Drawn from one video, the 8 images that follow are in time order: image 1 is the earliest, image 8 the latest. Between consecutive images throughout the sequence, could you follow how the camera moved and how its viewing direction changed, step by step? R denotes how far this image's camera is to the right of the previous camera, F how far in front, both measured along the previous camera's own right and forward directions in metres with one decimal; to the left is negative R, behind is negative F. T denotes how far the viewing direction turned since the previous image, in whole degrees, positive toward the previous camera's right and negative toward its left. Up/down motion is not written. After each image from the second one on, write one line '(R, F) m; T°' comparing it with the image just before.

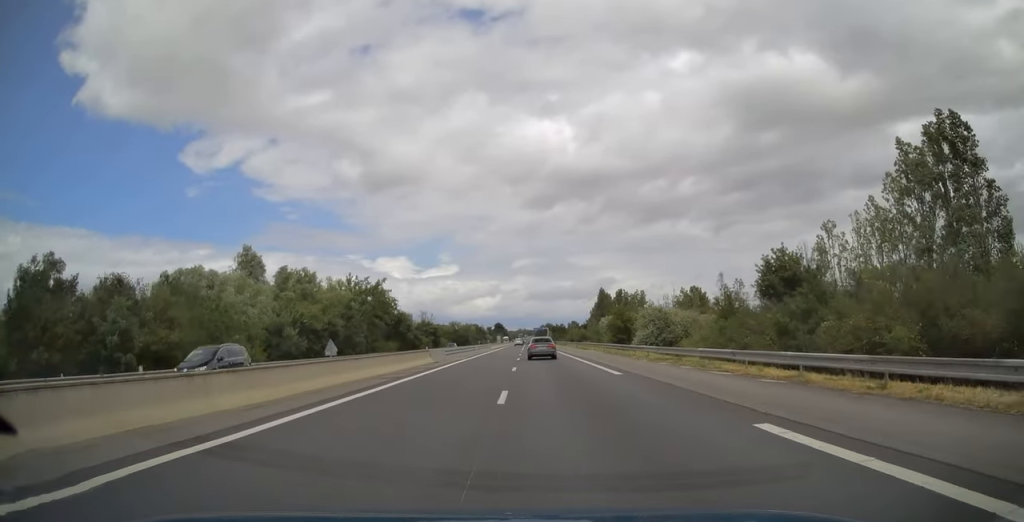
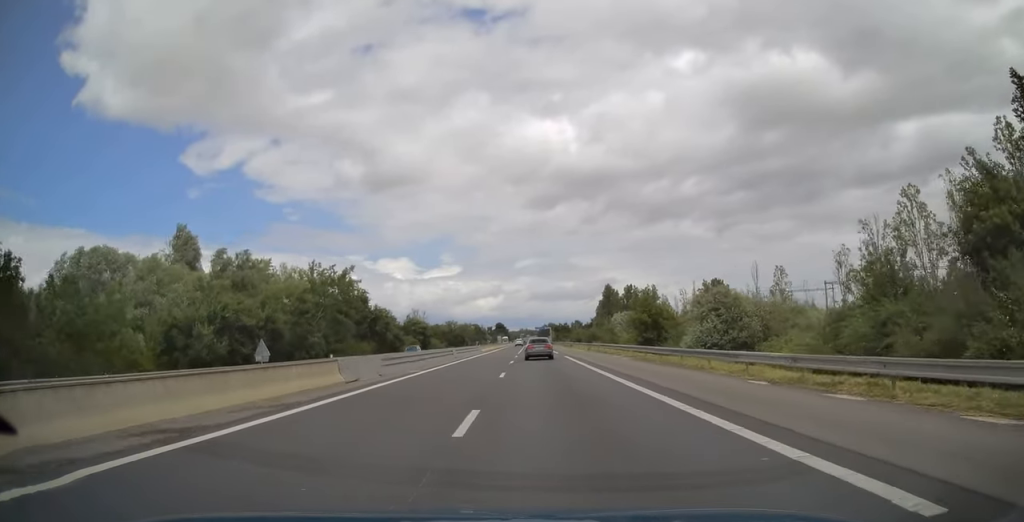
(+0.1, +17.0) m; 0°
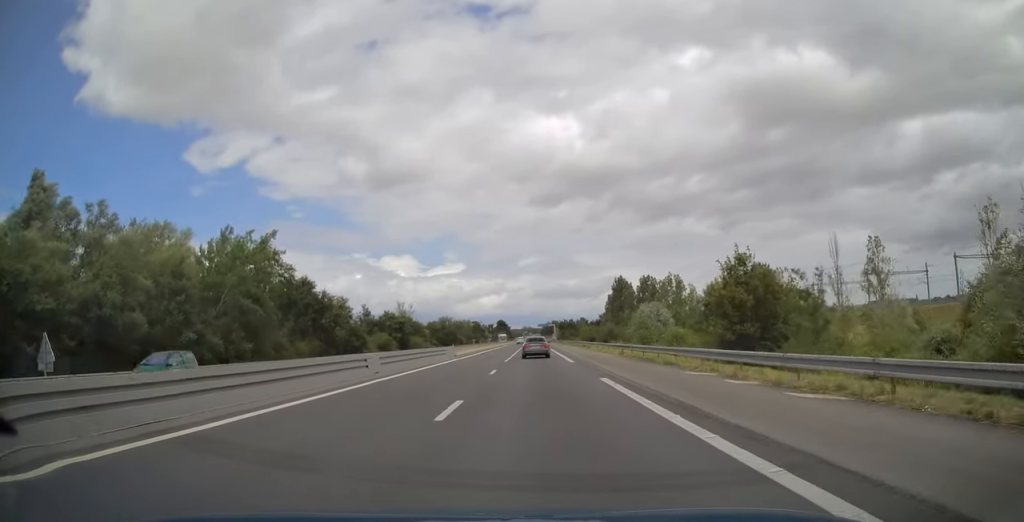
(-0.1, +24.6) m; 0°
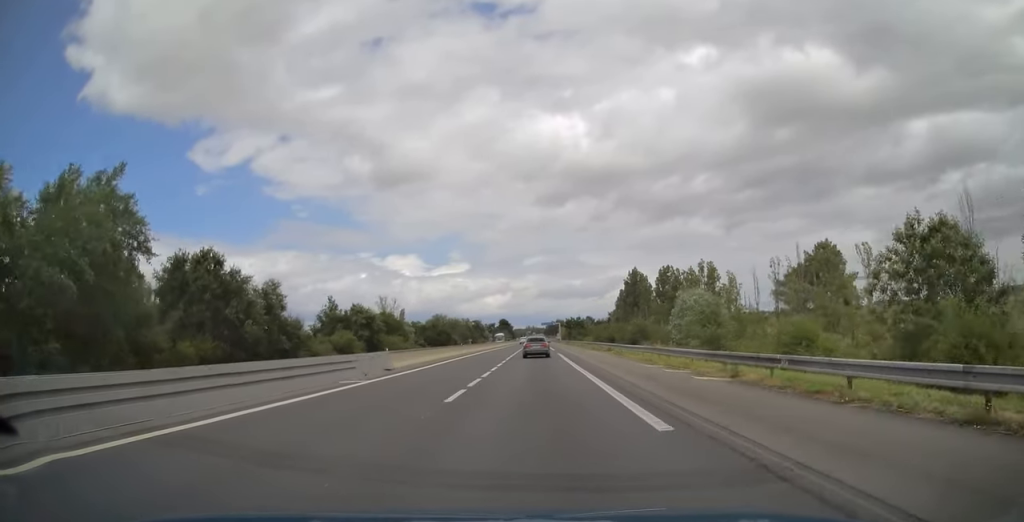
(-0.1, +22.9) m; 0°
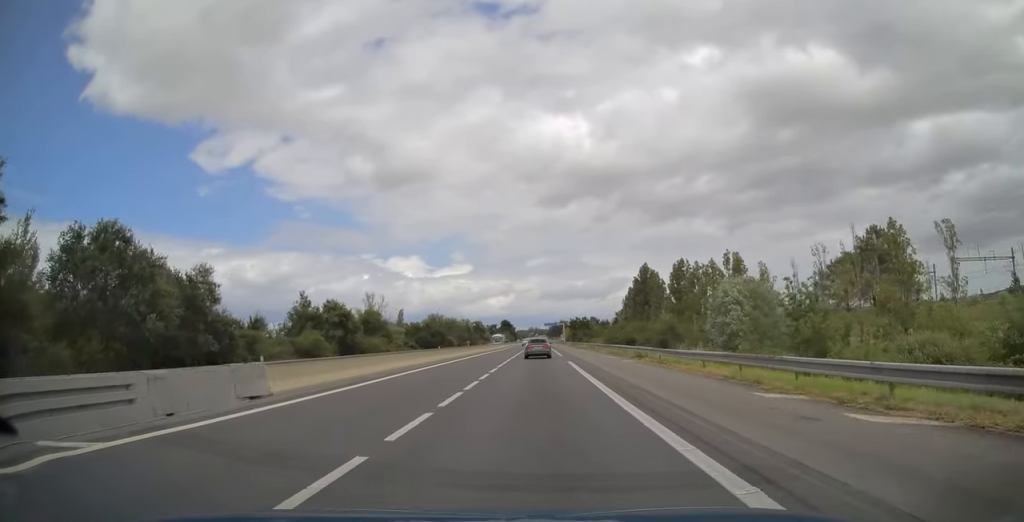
(0.0, +13.6) m; 0°
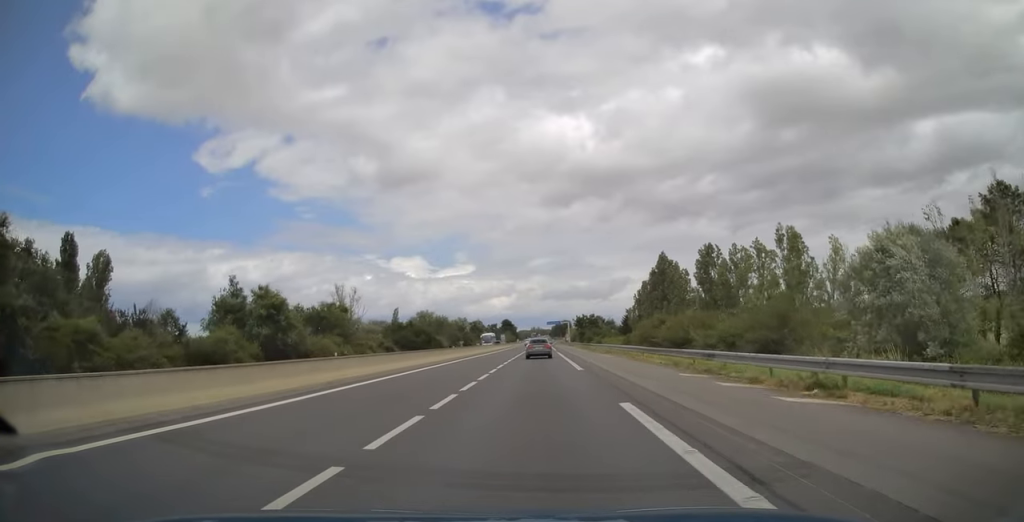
(0.0, +22.2) m; 0°
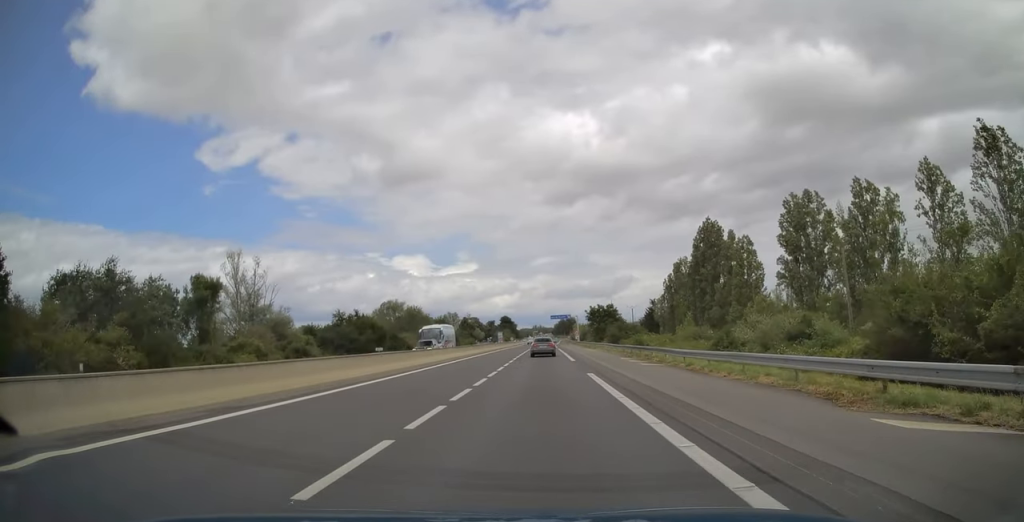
(-0.3, +41.1) m; -1°
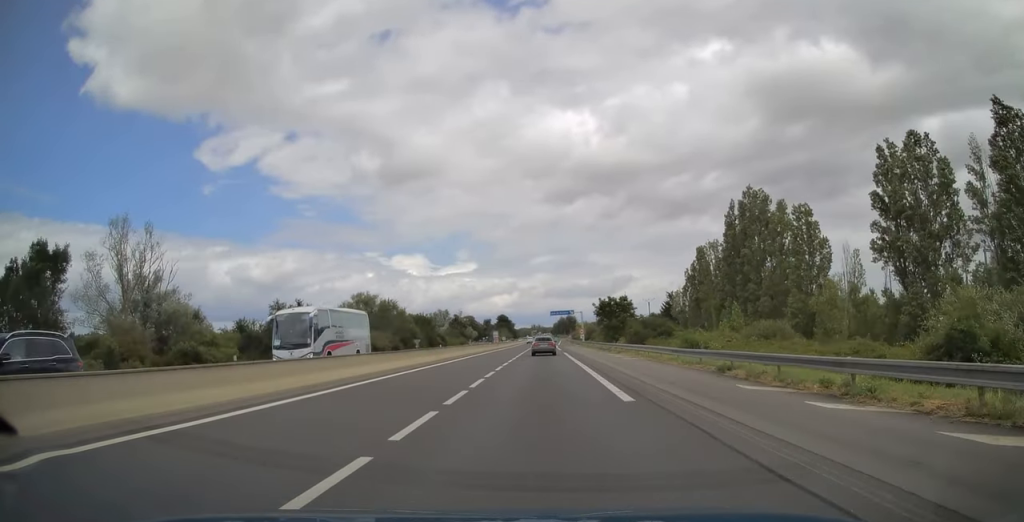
(0.0, +22.7) m; 0°
